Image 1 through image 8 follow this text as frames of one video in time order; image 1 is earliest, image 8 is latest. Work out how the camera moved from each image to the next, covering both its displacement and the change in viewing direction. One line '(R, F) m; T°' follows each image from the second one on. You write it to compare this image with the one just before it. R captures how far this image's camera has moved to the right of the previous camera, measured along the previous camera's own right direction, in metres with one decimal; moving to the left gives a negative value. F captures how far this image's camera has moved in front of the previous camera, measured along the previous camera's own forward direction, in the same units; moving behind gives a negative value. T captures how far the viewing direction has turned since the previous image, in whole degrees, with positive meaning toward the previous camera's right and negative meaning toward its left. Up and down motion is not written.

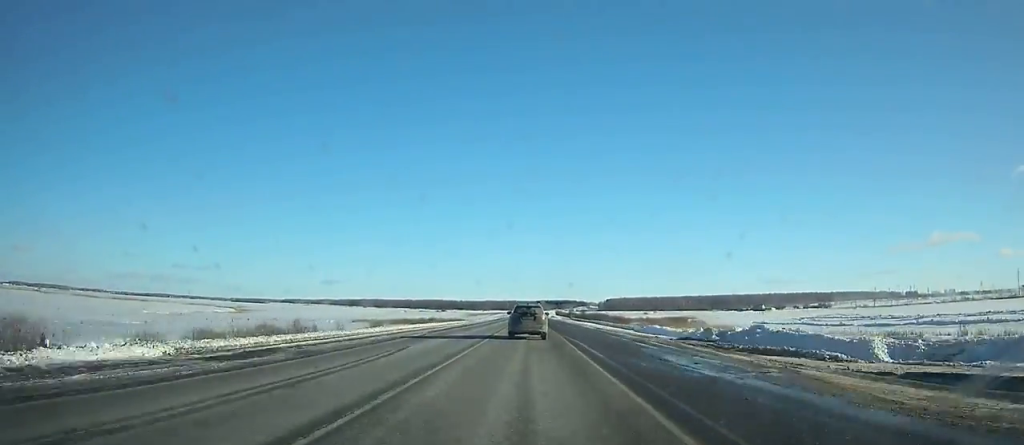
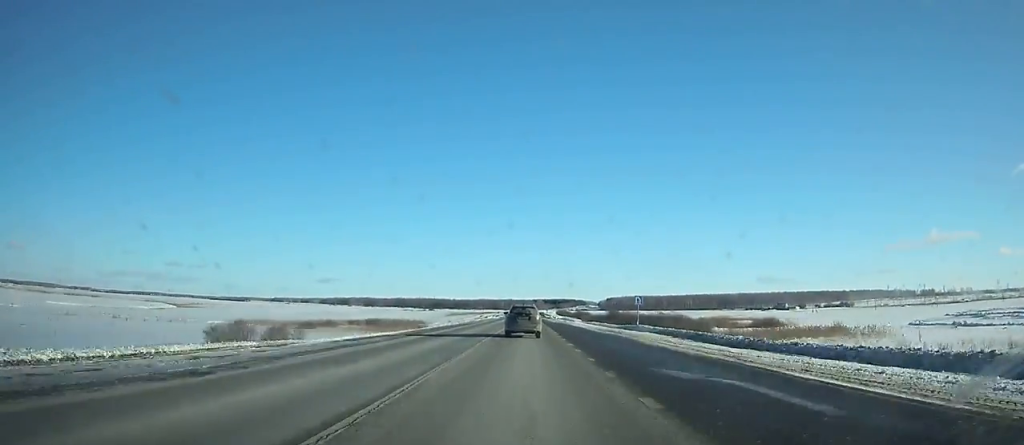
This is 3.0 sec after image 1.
(+0.3, +77.4) m; 0°
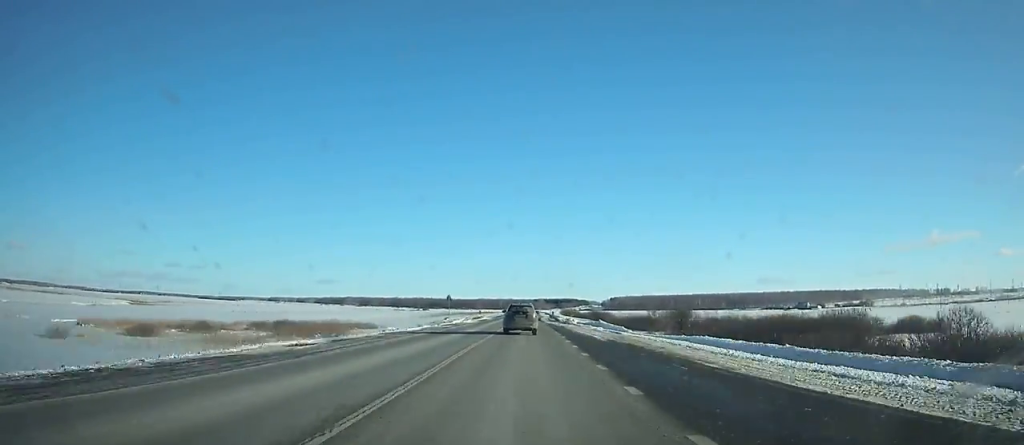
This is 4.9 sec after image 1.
(0.0, +48.3) m; 0°
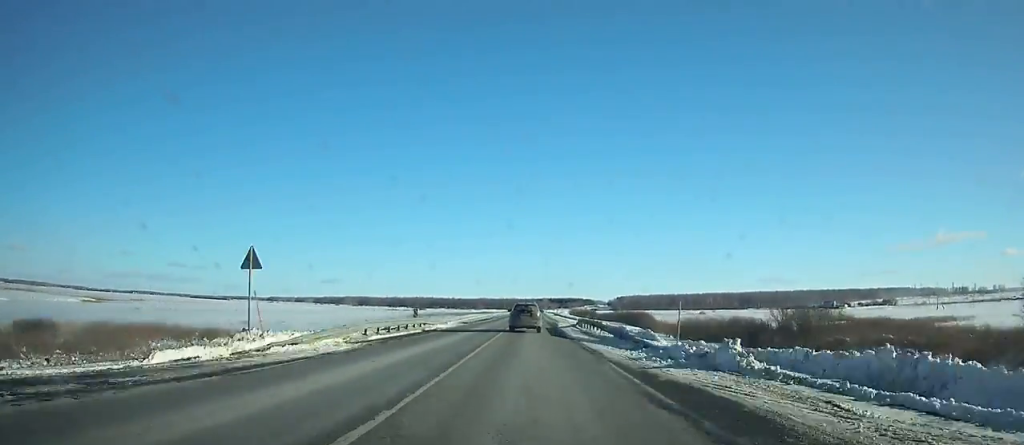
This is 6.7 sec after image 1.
(0.0, +45.6) m; 0°
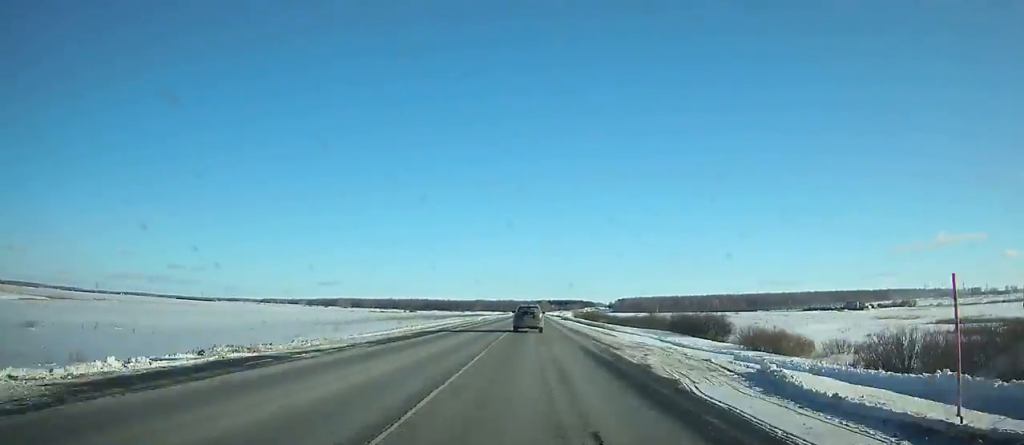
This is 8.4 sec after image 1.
(-0.2, +44.2) m; 0°
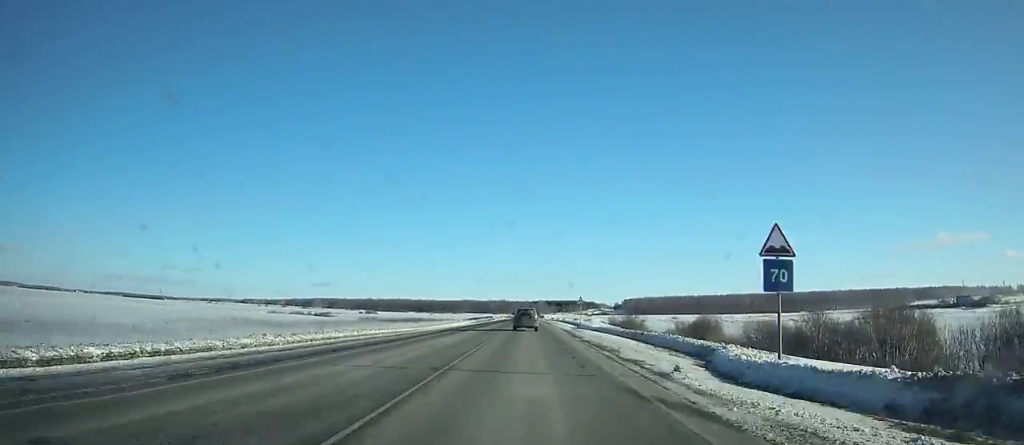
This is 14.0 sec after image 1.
(+0.7, +151.1) m; 0°
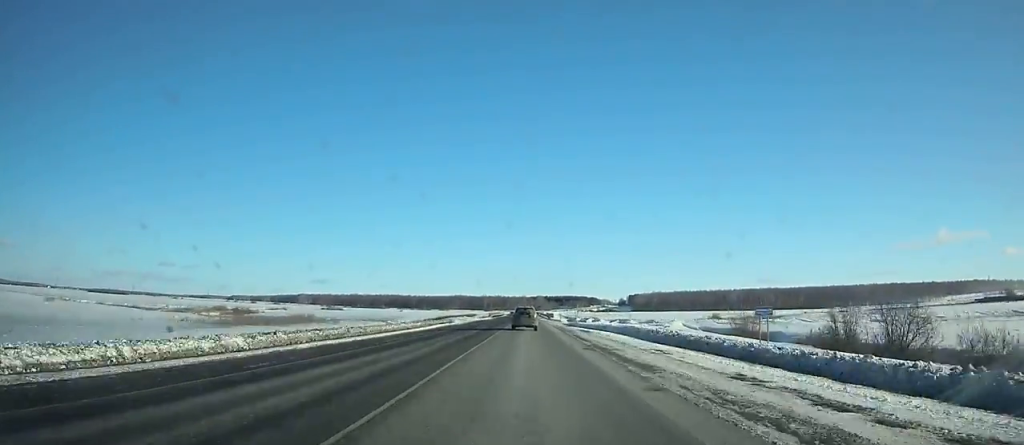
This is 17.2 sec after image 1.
(+0.1, +88.6) m; 0°
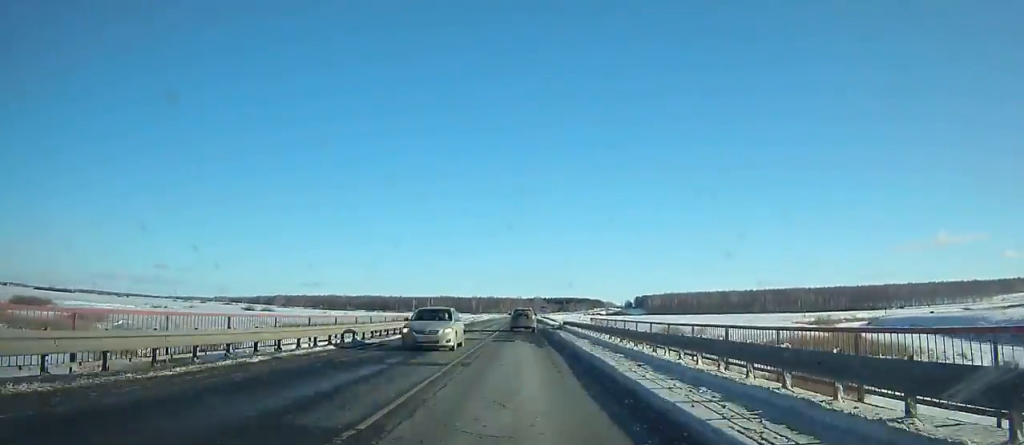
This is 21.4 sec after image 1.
(+0.2, +115.5) m; 0°
